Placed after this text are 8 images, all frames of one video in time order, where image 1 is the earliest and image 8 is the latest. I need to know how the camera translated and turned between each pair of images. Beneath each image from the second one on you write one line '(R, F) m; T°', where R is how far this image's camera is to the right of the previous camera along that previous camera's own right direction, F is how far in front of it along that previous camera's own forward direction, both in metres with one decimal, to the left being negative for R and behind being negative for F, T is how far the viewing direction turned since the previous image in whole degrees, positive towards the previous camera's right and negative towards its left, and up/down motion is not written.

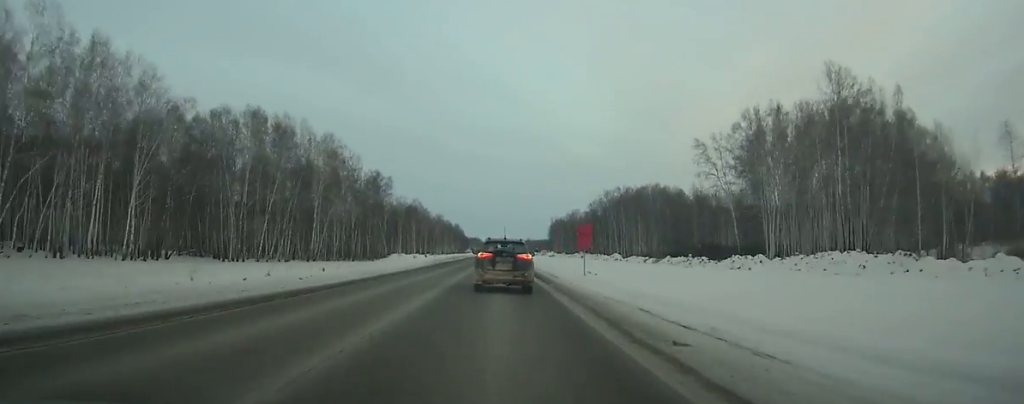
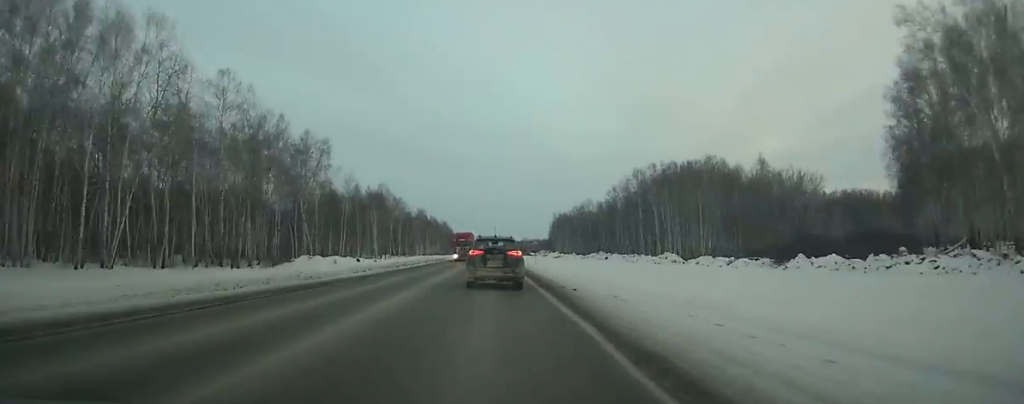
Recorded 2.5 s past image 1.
(0.0, +61.1) m; 0°
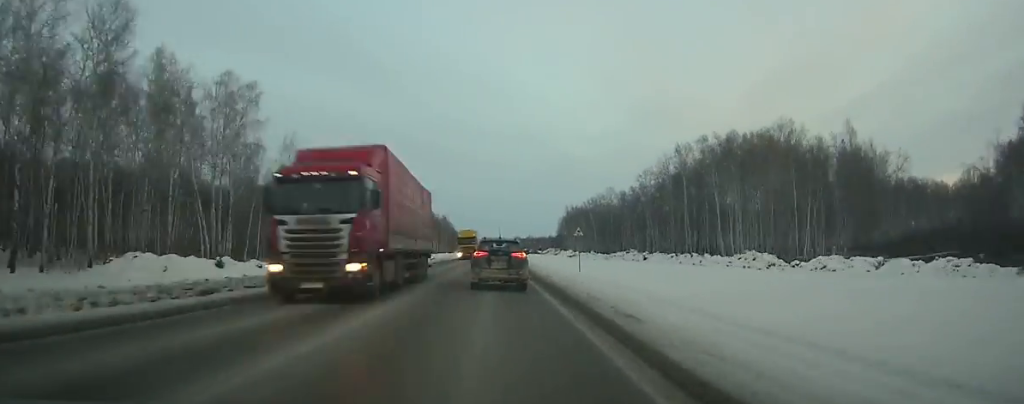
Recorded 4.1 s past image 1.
(+0.1, +38.9) m; 0°
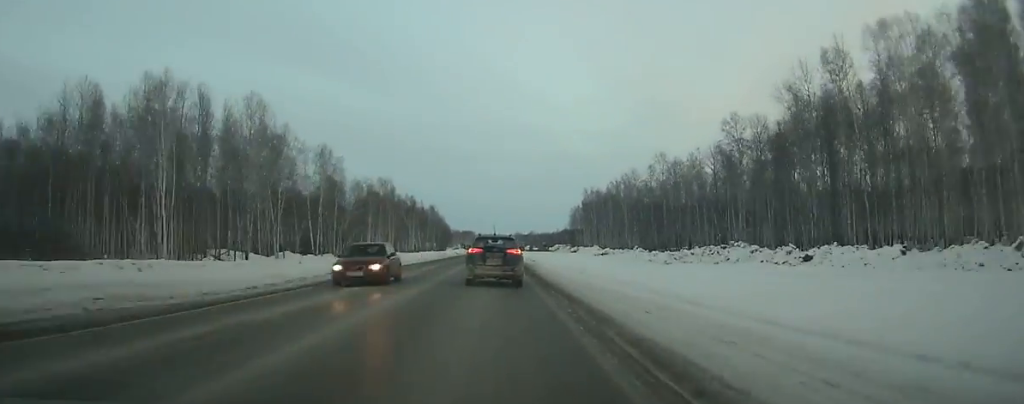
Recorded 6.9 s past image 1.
(0.0, +67.5) m; 0°
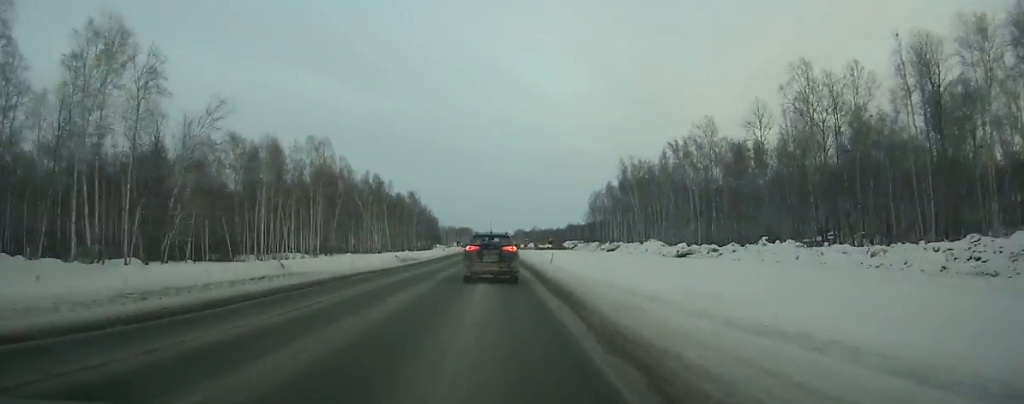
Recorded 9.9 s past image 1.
(+0.1, +71.3) m; 0°
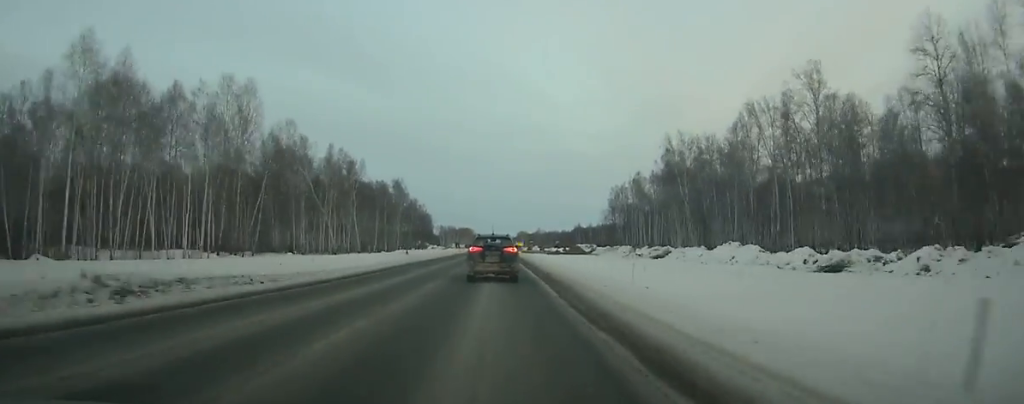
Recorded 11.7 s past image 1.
(0.0, +42.1) m; 0°
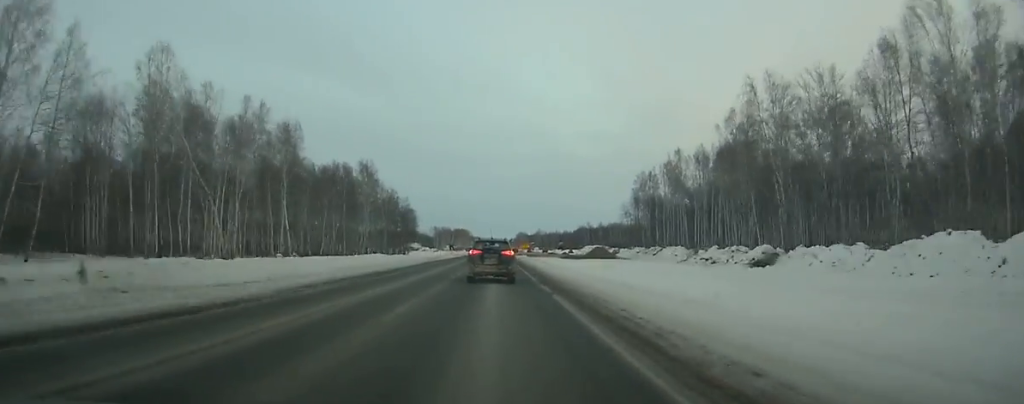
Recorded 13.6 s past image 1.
(0.0, +44.2) m; 0°
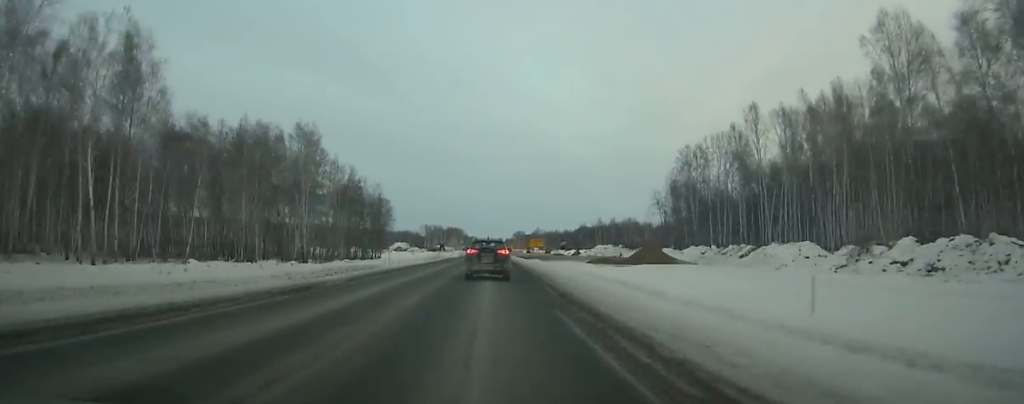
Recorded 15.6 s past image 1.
(0.0, +46.0) m; 0°
